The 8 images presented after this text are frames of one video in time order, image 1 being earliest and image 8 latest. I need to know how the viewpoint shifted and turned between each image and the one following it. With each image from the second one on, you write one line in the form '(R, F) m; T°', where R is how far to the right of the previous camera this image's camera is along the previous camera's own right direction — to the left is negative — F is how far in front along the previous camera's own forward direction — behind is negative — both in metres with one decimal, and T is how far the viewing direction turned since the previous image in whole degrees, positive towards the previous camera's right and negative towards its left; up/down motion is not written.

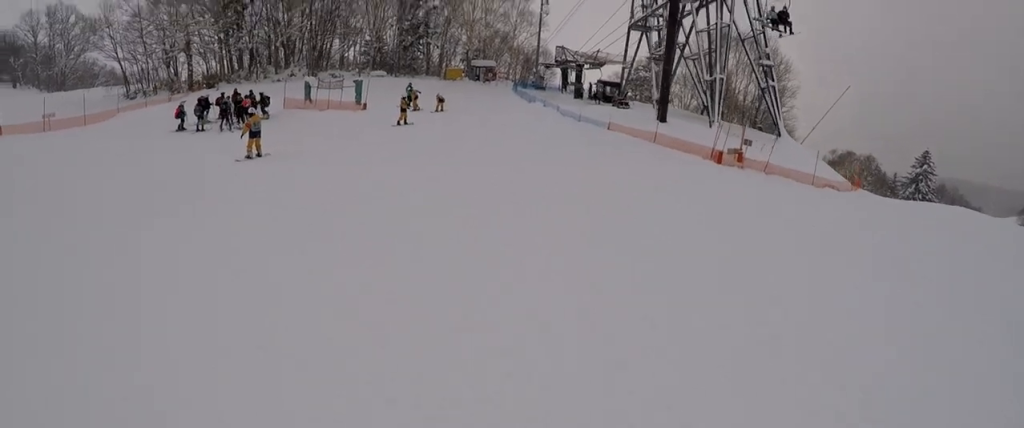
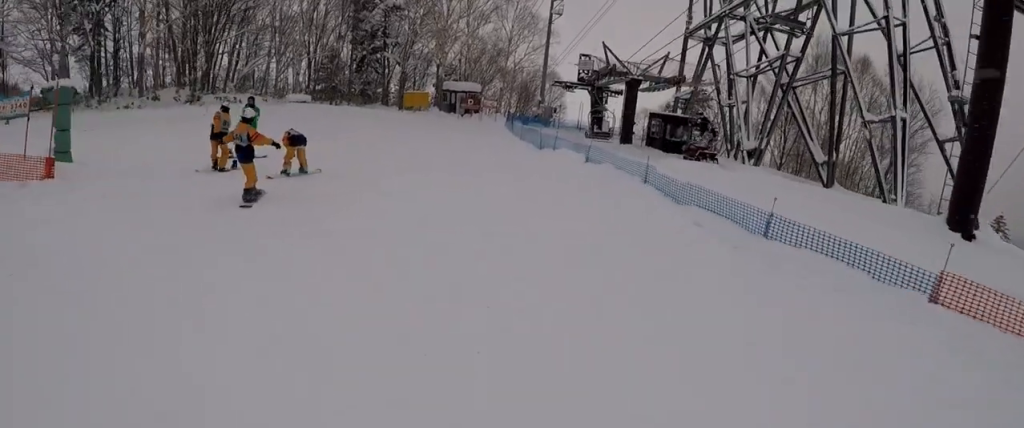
(-0.1, +24.5) m; -9°
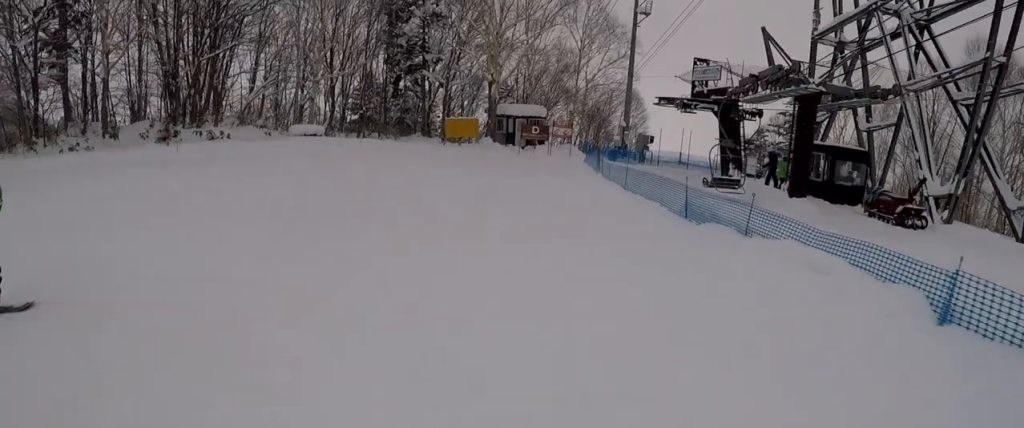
(-1.0, +10.9) m; +1°
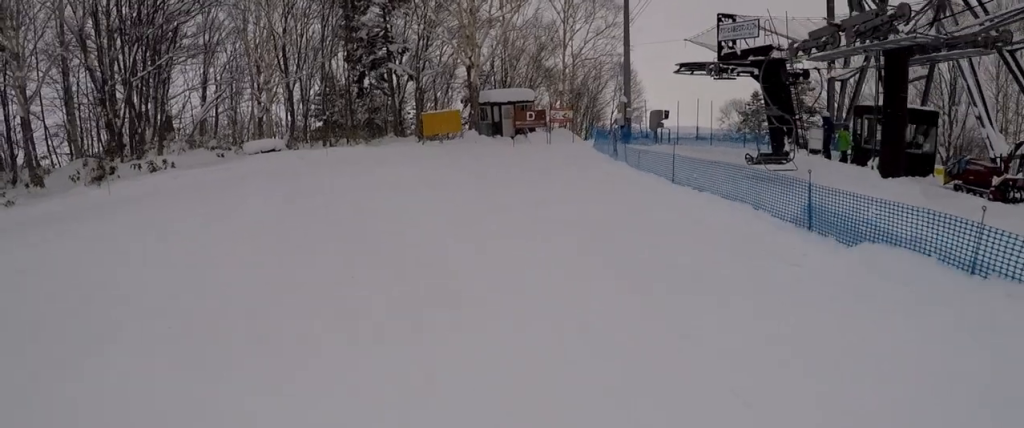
(+0.9, +4.3) m; +1°
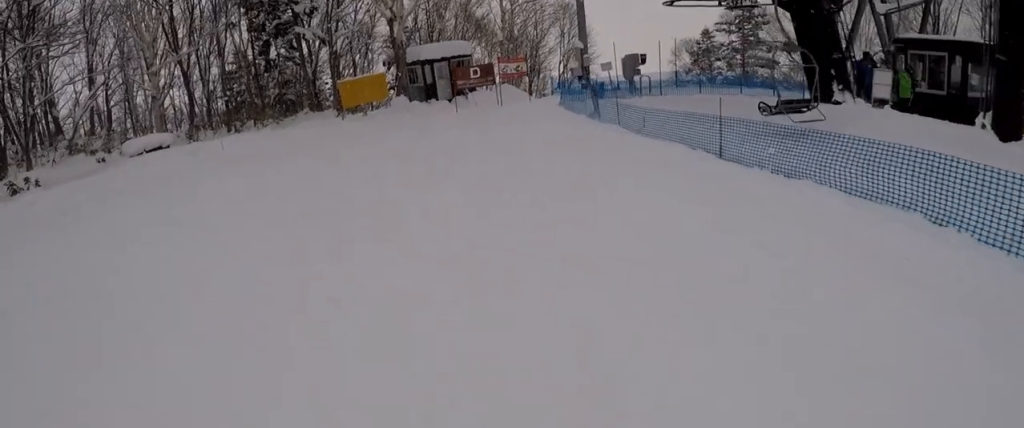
(-0.6, +5.0) m; -6°
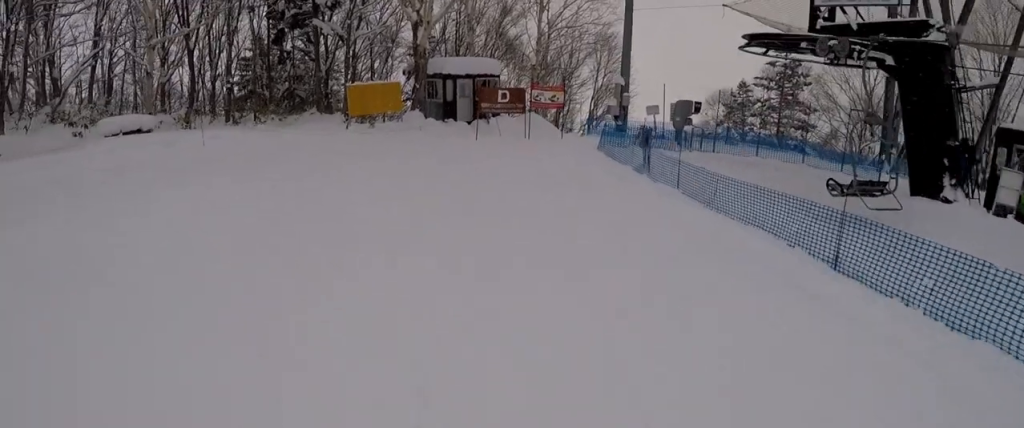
(-0.3, +3.1) m; -3°
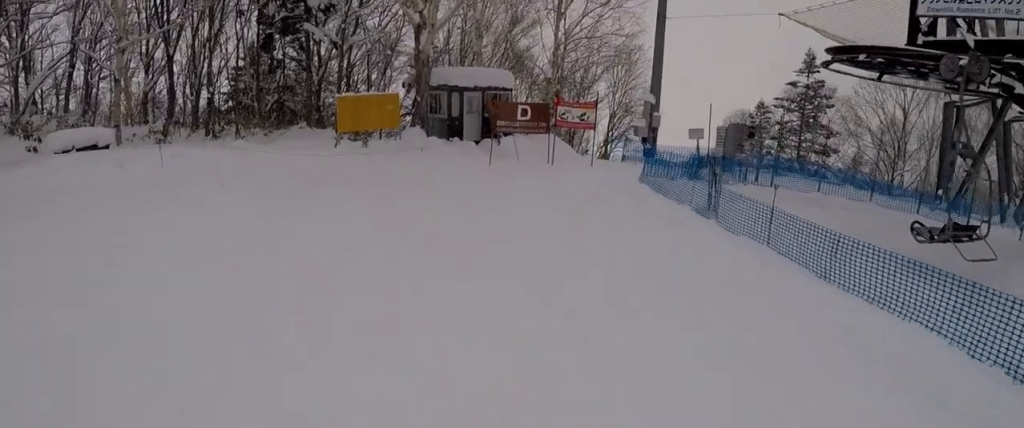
(0.0, +2.9) m; +8°
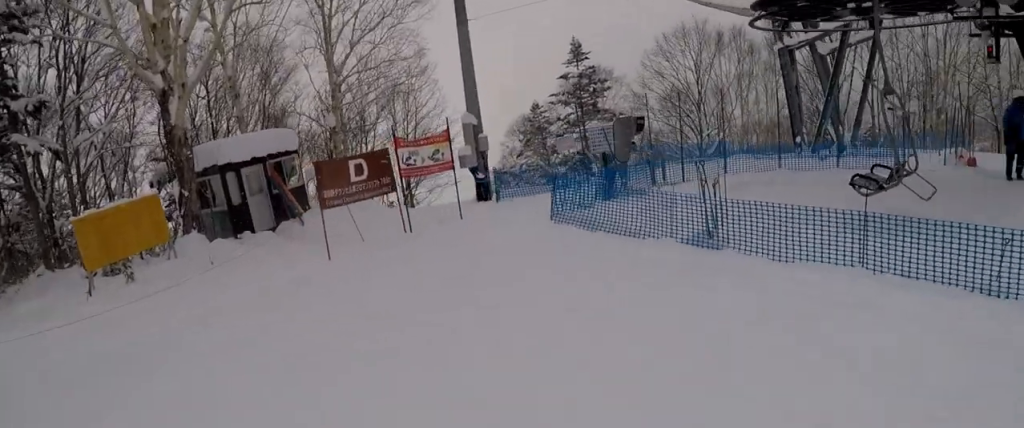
(+0.7, +4.4) m; +20°
